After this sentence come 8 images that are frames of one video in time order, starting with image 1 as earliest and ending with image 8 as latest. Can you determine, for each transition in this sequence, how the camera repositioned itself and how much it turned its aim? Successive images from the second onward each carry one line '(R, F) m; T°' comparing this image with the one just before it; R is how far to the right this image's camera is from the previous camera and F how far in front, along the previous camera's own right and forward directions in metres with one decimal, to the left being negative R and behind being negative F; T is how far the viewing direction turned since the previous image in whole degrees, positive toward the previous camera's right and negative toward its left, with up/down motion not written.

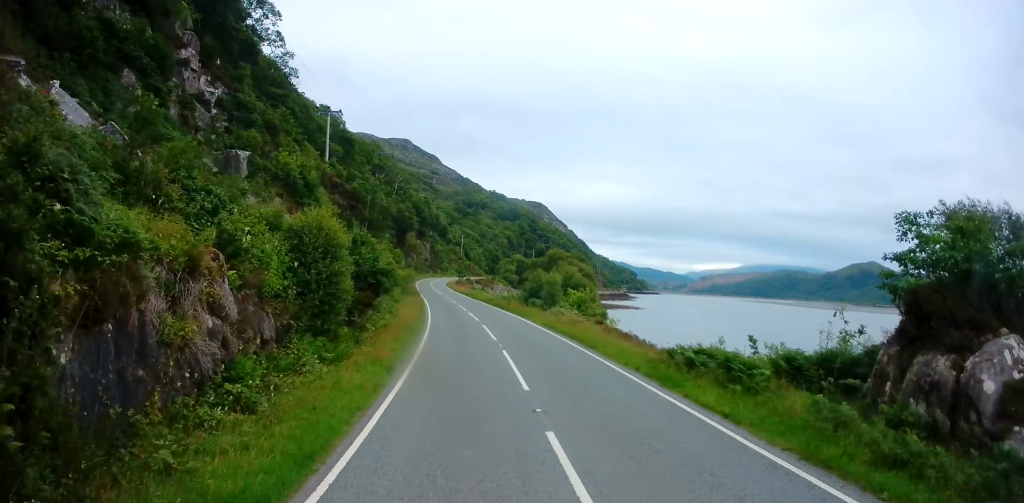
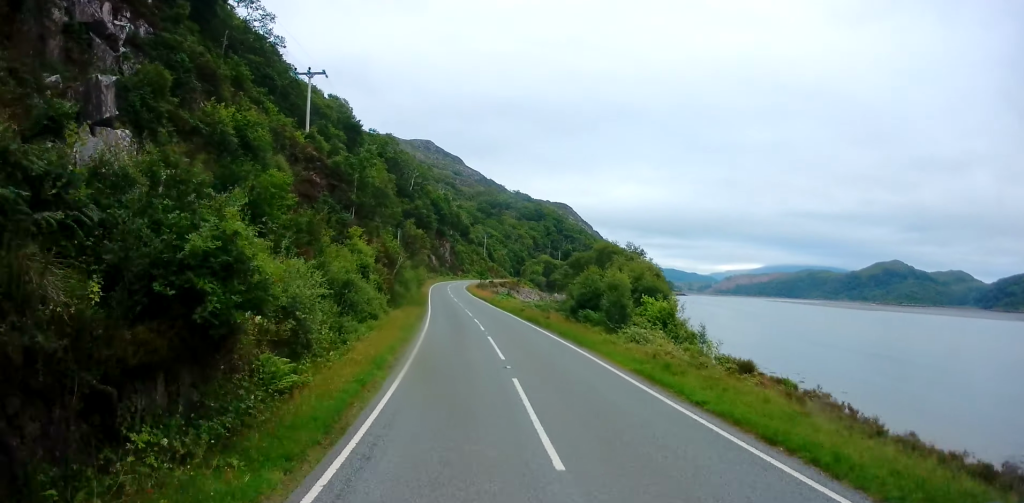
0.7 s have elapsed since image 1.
(0.0, +13.5) m; -2°
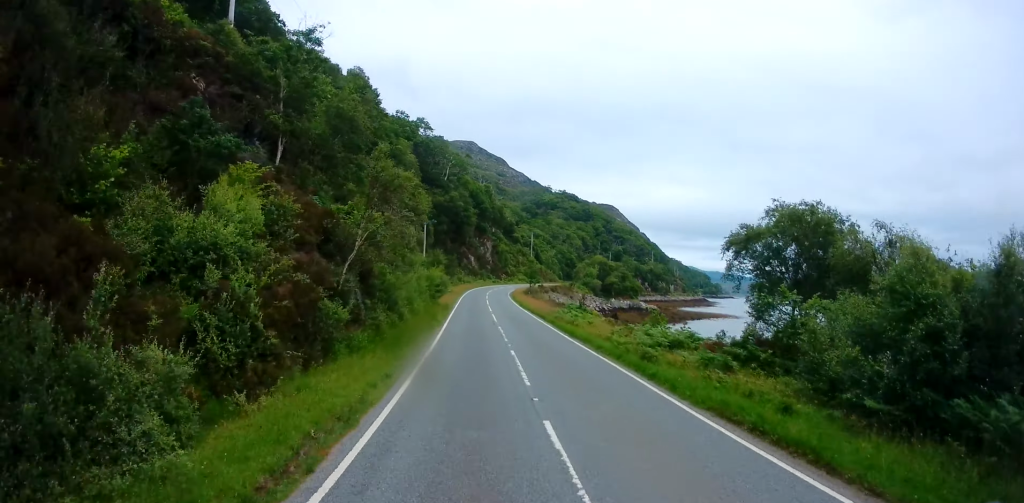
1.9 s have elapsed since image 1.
(-0.8, +21.6) m; -4°
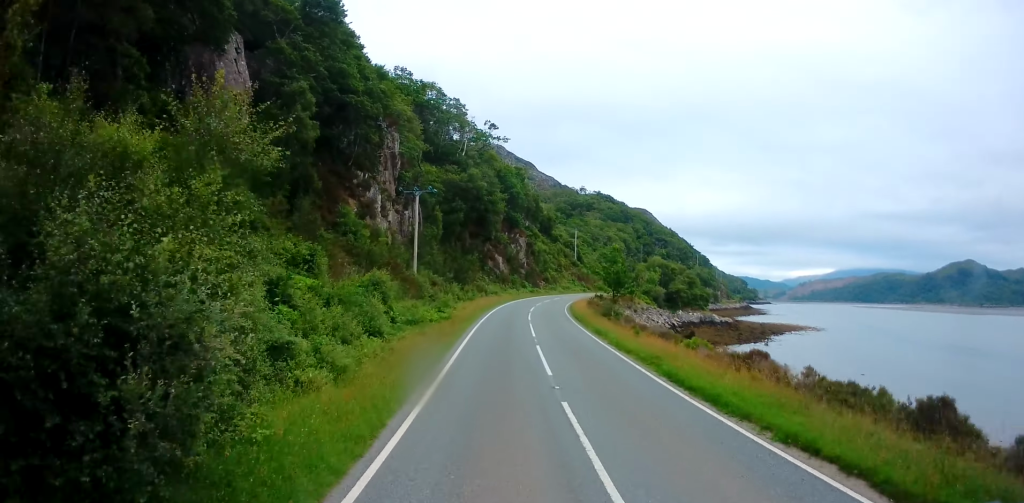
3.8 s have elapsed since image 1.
(-1.4, +34.4) m; -2°
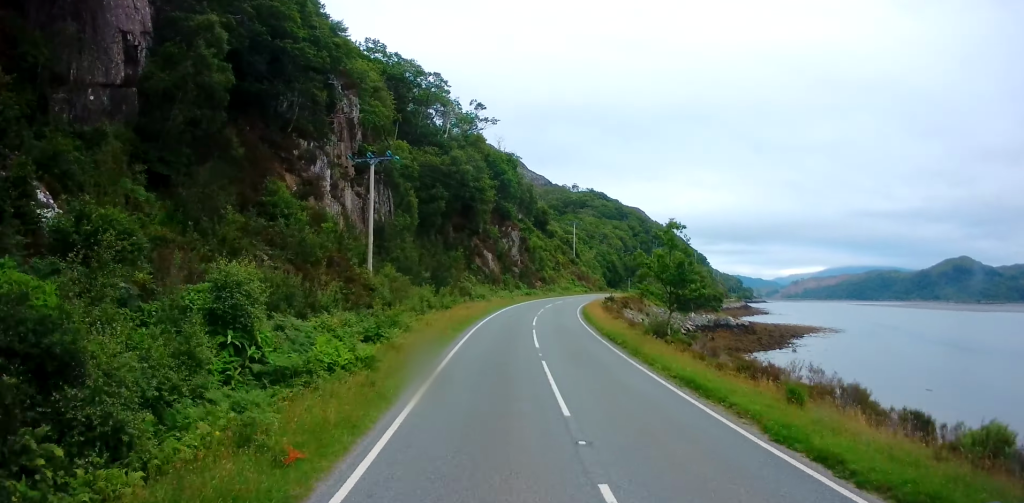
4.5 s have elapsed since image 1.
(+0.3, +13.5) m; +1°
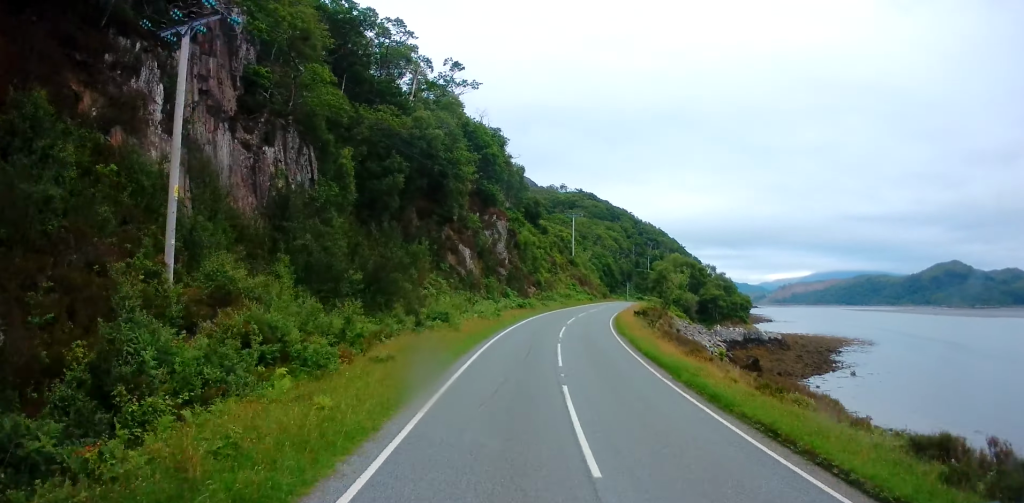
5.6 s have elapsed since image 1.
(0.0, +20.9) m; 0°
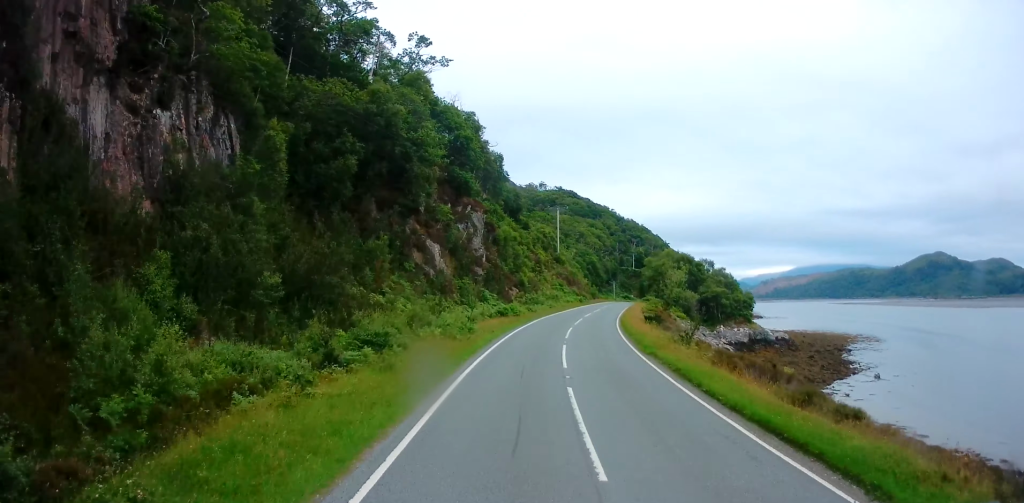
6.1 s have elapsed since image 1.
(0.0, +9.2) m; +2°
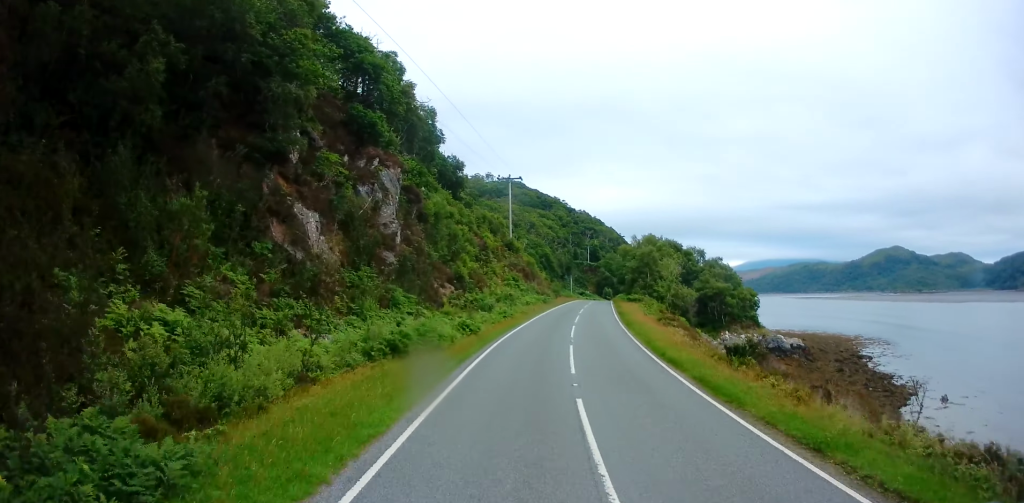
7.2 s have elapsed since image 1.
(+0.8, +20.0) m; +6°
